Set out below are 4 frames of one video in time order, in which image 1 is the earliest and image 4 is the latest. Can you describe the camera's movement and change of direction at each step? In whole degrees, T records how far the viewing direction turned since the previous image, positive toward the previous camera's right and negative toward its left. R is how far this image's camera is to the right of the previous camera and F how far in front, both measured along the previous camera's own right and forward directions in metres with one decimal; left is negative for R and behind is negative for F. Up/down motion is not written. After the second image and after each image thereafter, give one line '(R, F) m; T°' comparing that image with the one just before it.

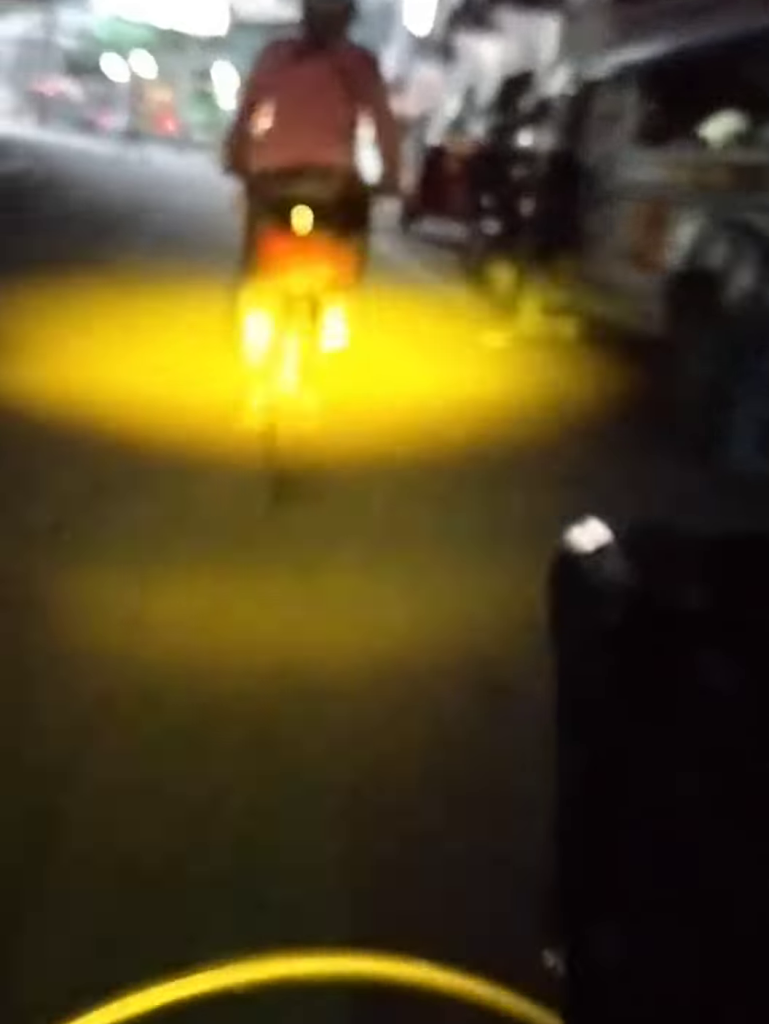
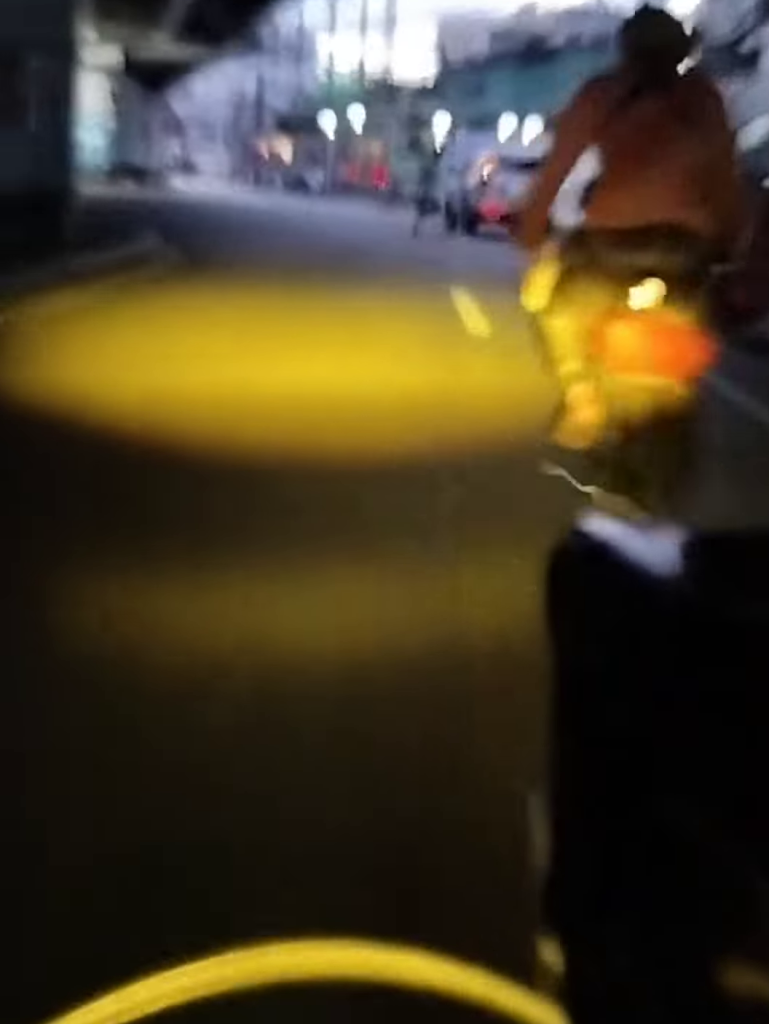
(-0.8, +6.3) m; -12°
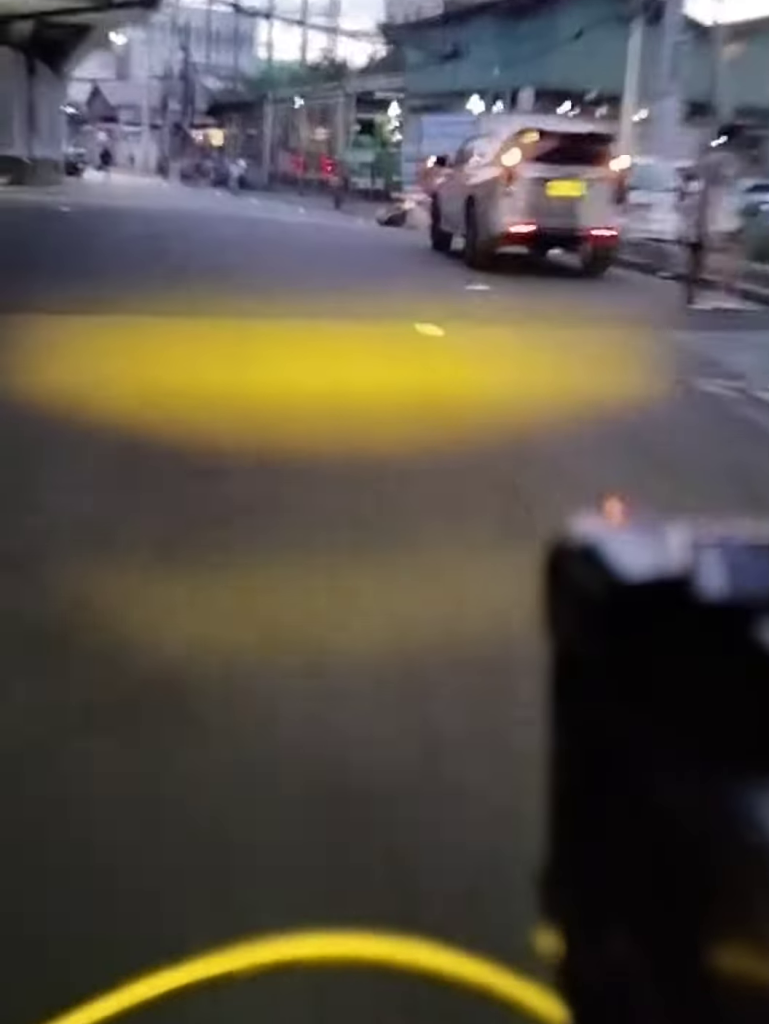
(-0.3, +8.7) m; -1°
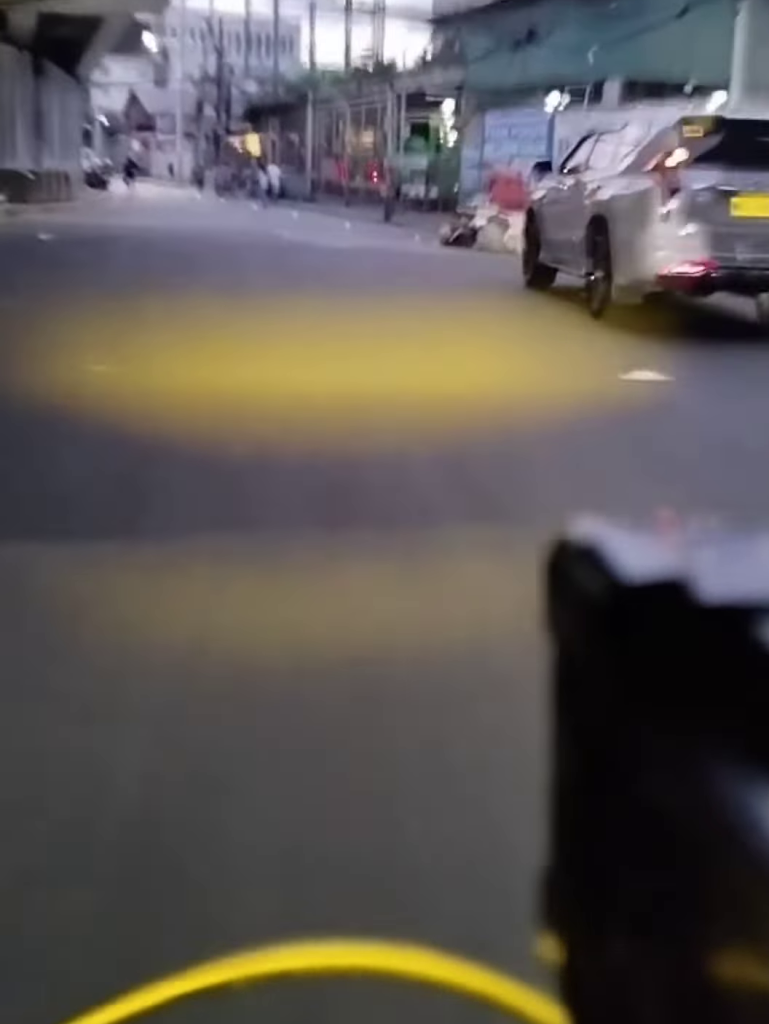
(0.0, +3.8) m; +3°
